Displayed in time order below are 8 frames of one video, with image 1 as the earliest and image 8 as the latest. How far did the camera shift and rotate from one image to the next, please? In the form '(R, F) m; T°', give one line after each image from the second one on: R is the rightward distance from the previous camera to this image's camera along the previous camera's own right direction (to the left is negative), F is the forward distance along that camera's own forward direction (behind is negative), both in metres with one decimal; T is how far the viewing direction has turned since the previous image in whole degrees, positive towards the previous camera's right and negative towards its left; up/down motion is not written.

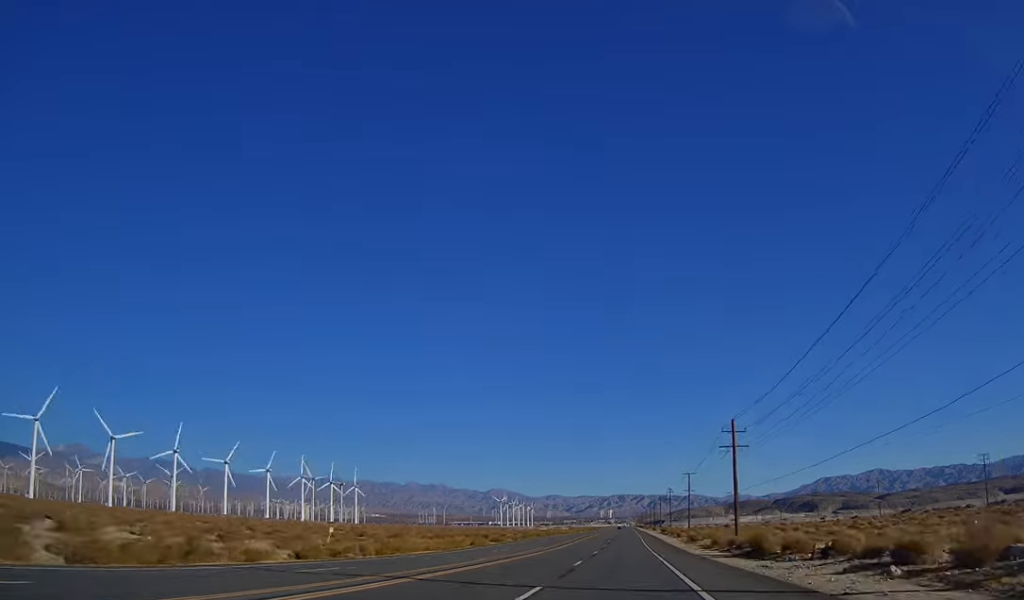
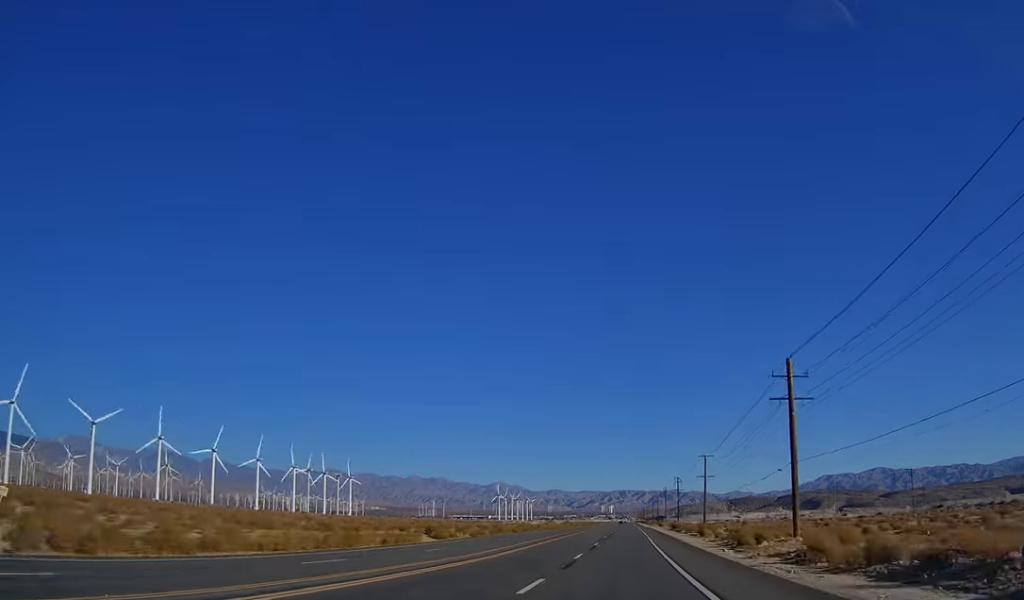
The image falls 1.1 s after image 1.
(-0.1, +28.8) m; -1°
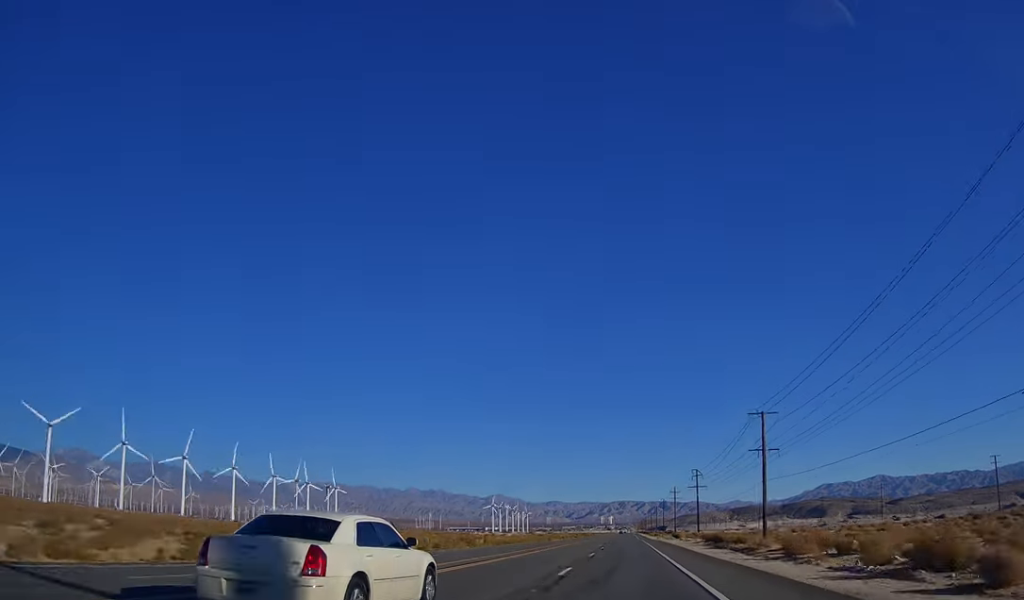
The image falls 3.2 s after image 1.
(-0.9, +52.7) m; 0°
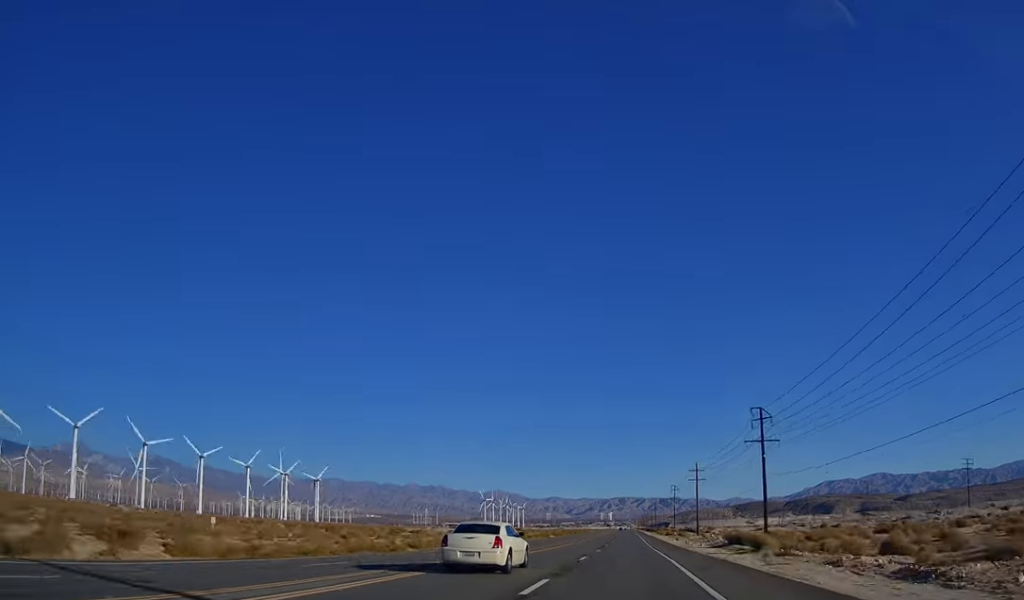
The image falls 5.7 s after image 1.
(+1.1, +64.8) m; +1°
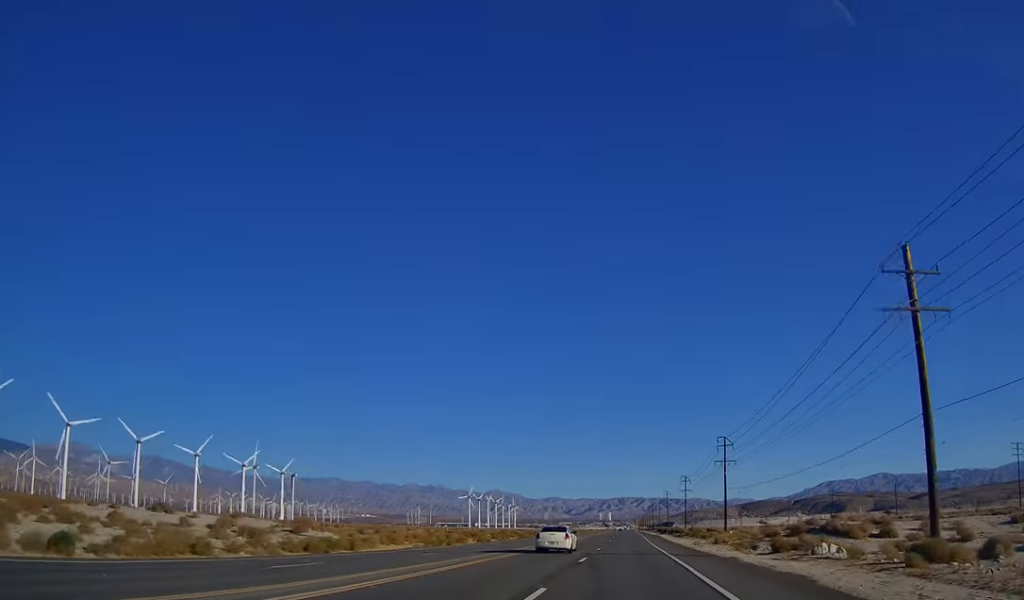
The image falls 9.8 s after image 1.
(0.0, +104.9) m; 0°
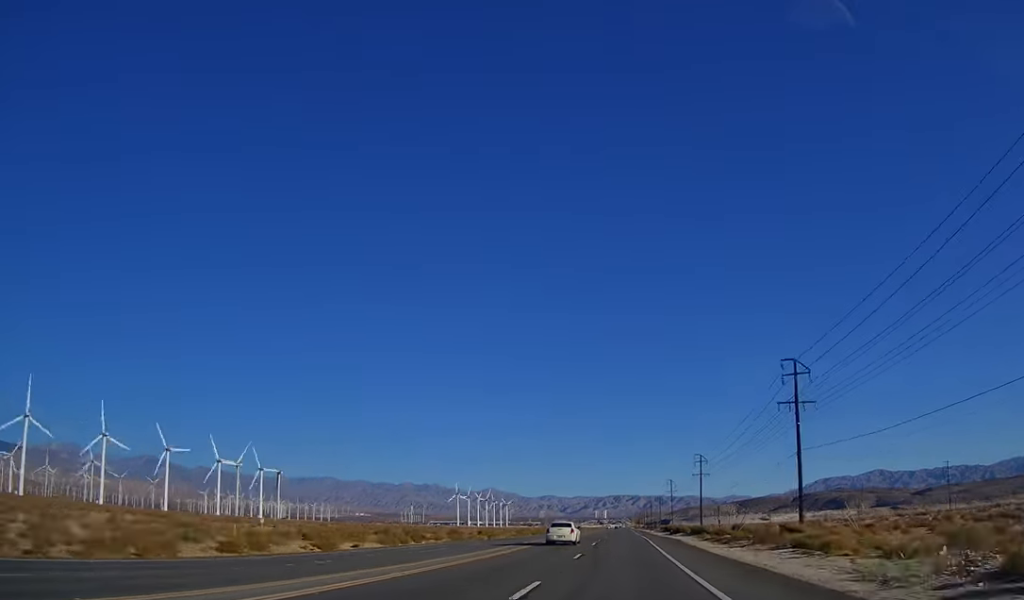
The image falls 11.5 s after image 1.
(+0.1, +43.1) m; +1°
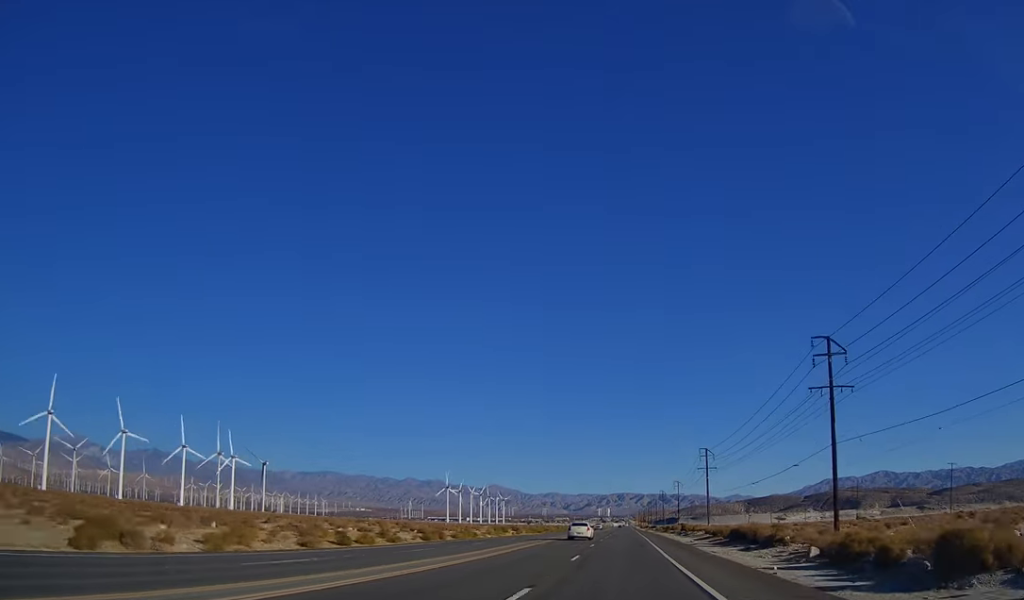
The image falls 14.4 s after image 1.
(+0.2, +75.7) m; -1°
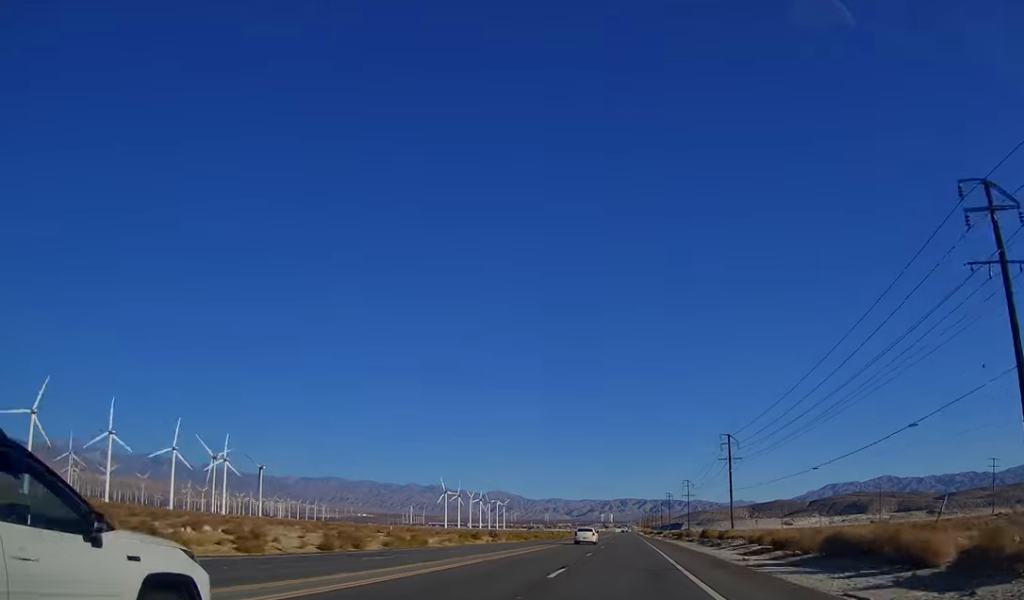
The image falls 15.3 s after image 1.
(-0.1, +22.3) m; 0°
